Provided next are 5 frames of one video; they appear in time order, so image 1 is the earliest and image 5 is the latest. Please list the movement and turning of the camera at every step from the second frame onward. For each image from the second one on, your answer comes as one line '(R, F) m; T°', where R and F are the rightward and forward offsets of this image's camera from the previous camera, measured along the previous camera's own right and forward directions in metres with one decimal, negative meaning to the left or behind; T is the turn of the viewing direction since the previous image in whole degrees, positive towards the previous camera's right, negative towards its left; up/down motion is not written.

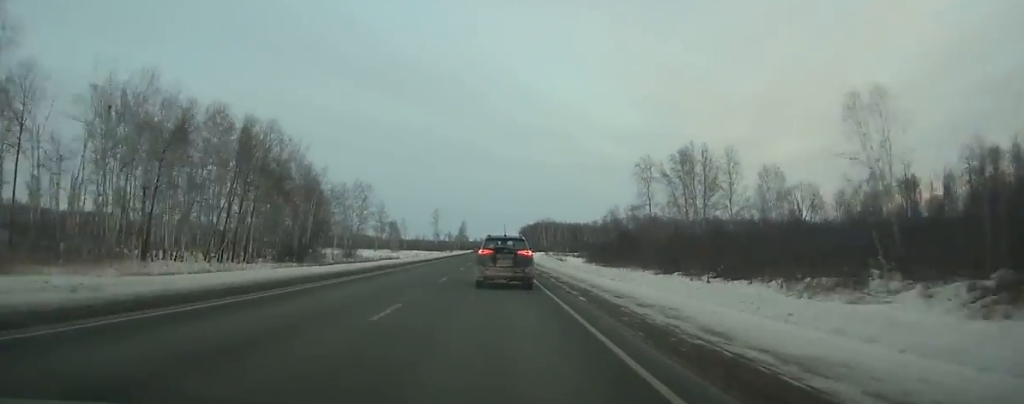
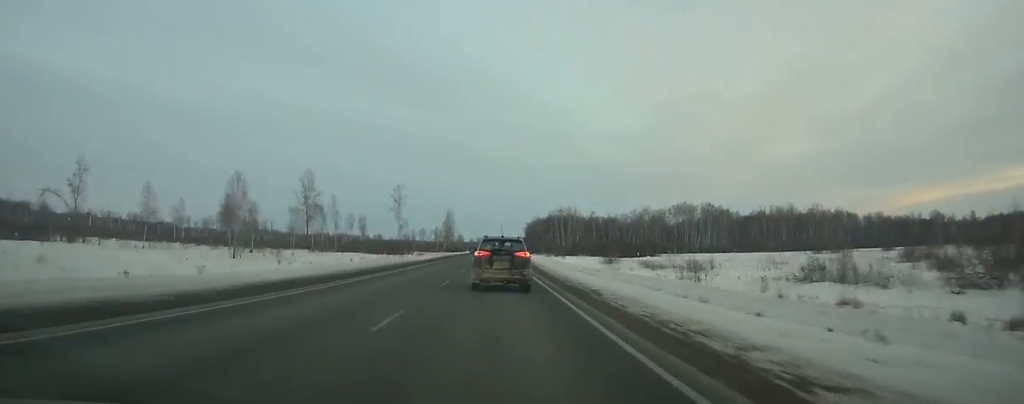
(-0.2, +121.2) m; 0°
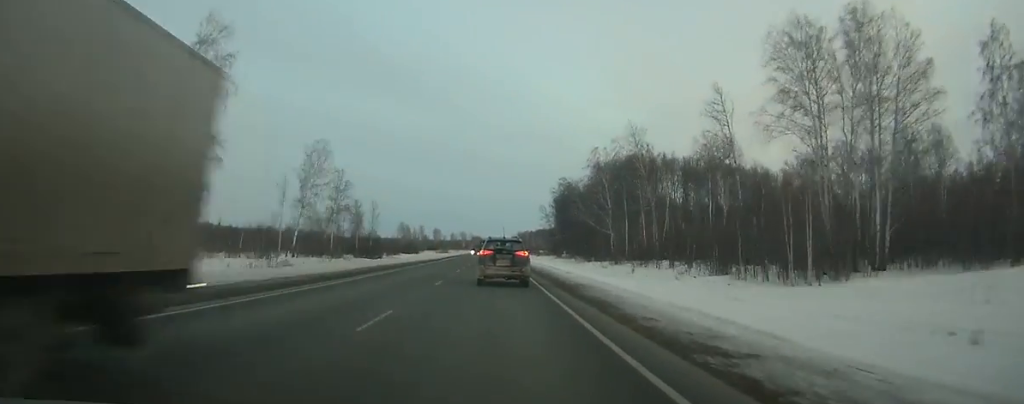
(+1.4, +250.2) m; +1°
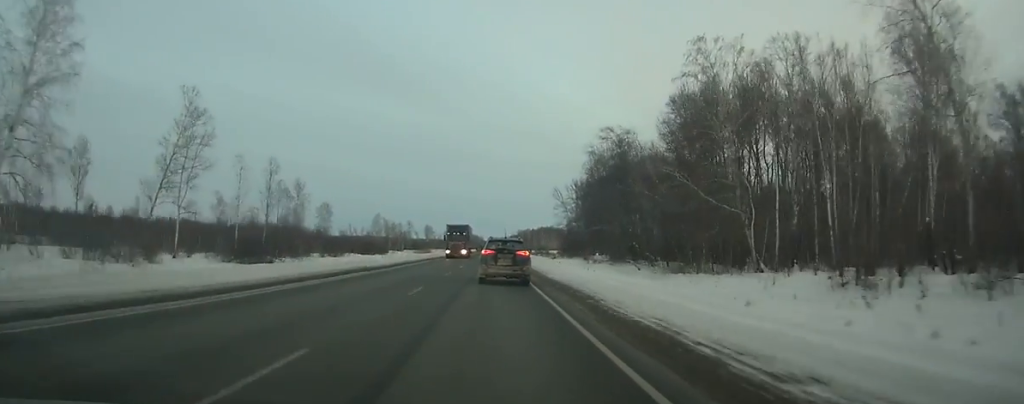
(+0.2, +63.8) m; 0°
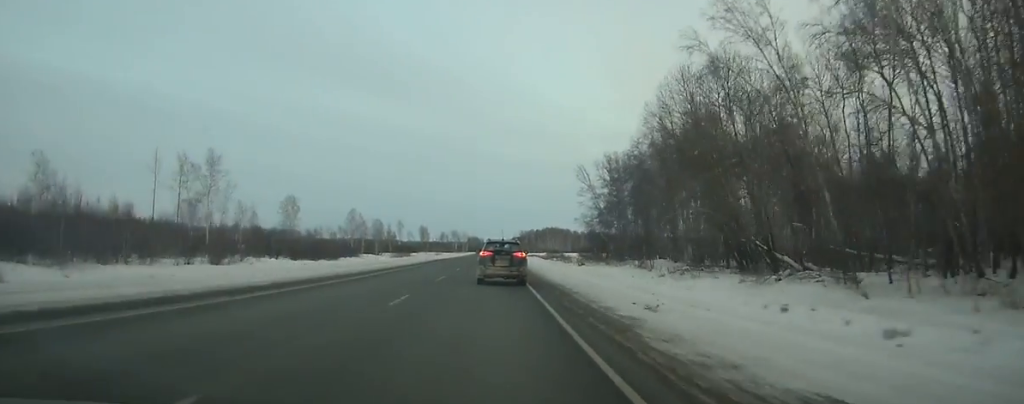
(+0.1, +50.0) m; 0°
